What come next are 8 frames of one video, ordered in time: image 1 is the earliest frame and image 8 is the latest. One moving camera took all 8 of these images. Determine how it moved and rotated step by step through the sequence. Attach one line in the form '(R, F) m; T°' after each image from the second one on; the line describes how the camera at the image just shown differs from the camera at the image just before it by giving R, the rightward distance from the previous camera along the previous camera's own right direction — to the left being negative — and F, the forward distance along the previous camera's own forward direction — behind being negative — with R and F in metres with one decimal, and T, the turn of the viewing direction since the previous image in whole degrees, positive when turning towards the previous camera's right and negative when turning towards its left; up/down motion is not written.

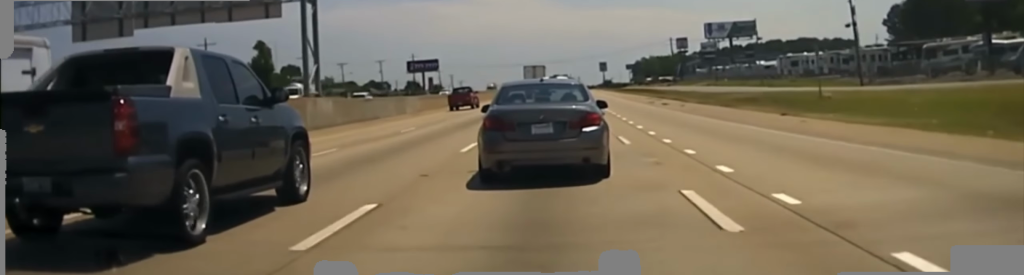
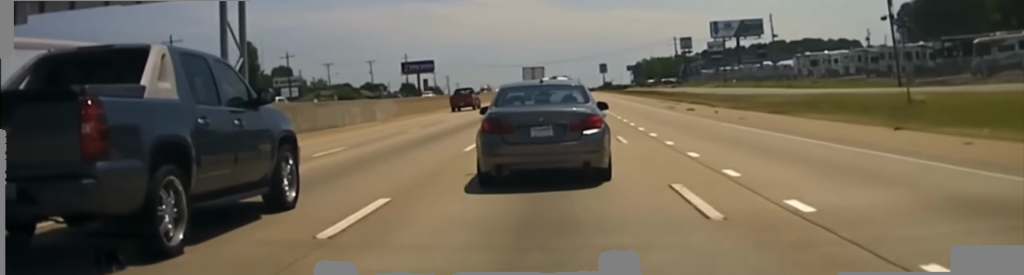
(0.0, +12.0) m; 0°
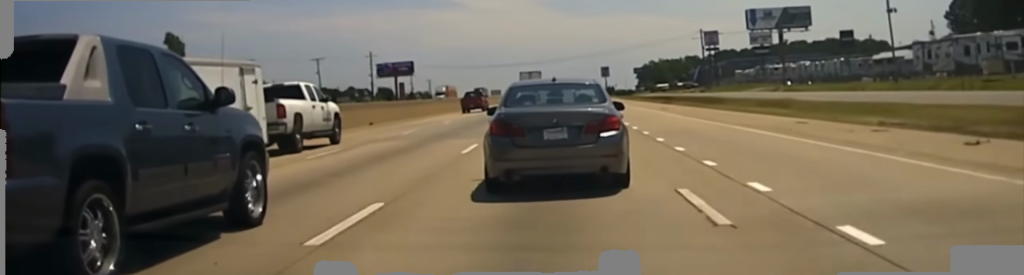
(-0.1, +48.5) m; +1°
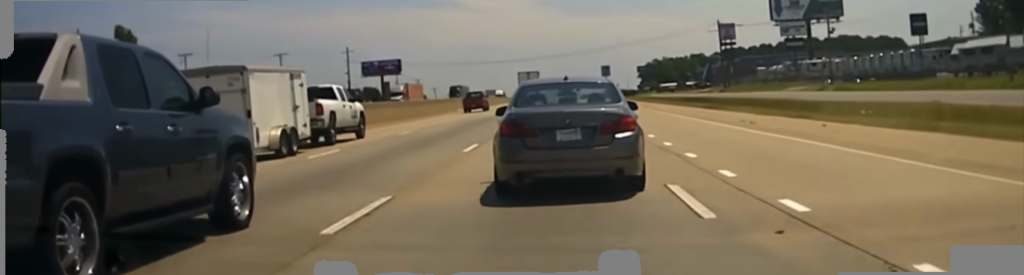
(+0.3, +24.5) m; 0°
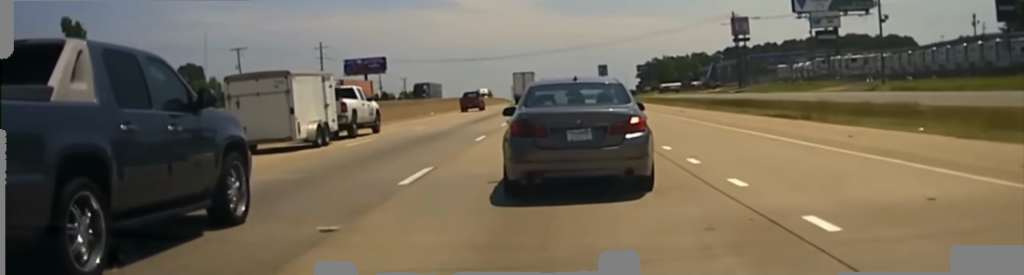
(+0.1, +19.6) m; 0°
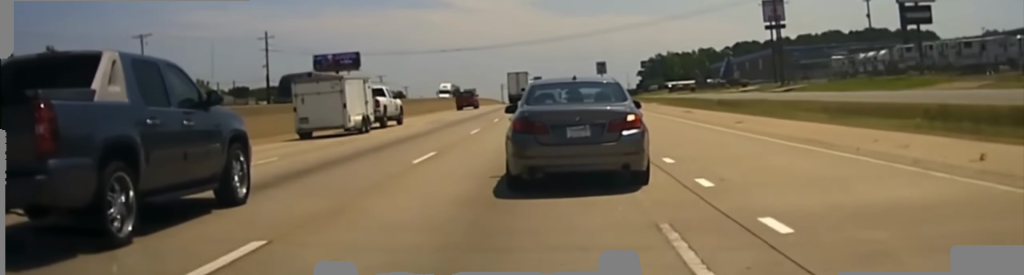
(-0.6, +32.8) m; 0°
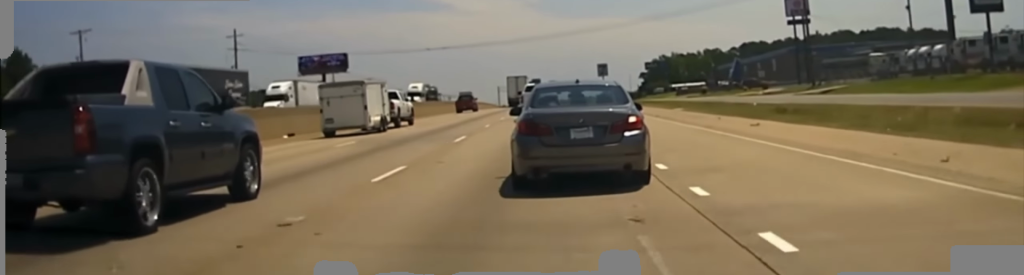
(+0.1, +15.3) m; +1°
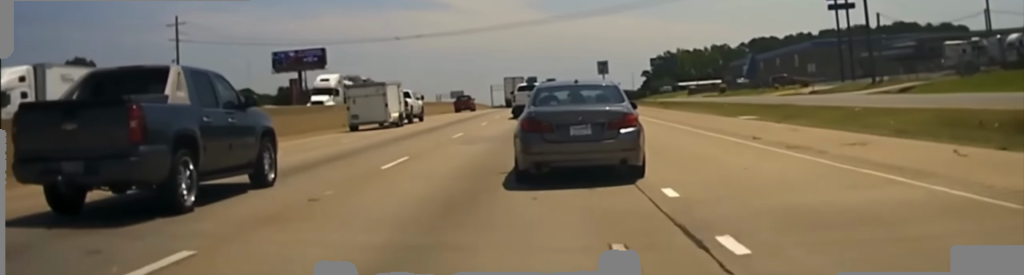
(+0.1, +21.5) m; 0°
